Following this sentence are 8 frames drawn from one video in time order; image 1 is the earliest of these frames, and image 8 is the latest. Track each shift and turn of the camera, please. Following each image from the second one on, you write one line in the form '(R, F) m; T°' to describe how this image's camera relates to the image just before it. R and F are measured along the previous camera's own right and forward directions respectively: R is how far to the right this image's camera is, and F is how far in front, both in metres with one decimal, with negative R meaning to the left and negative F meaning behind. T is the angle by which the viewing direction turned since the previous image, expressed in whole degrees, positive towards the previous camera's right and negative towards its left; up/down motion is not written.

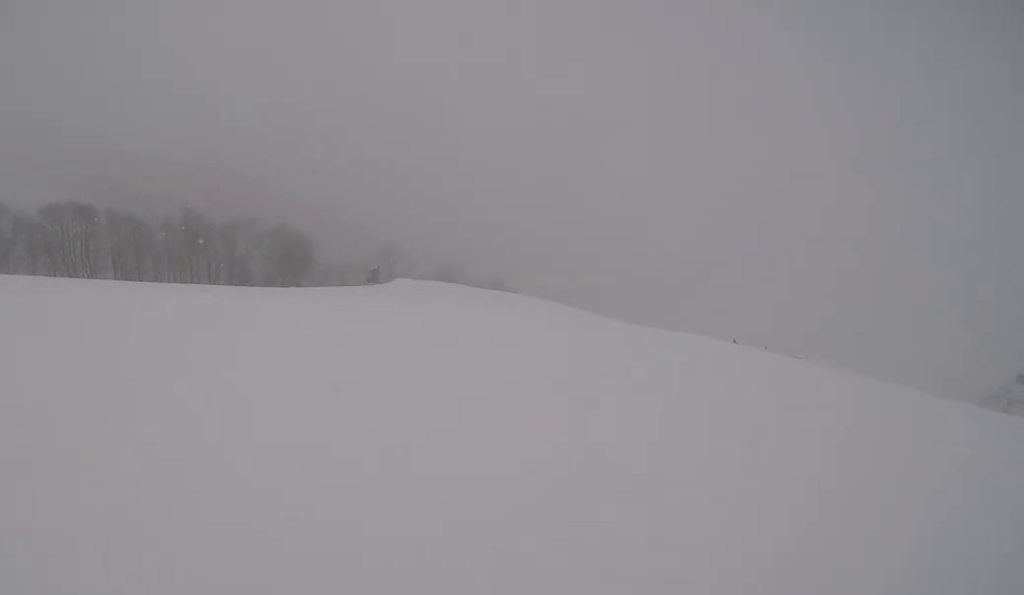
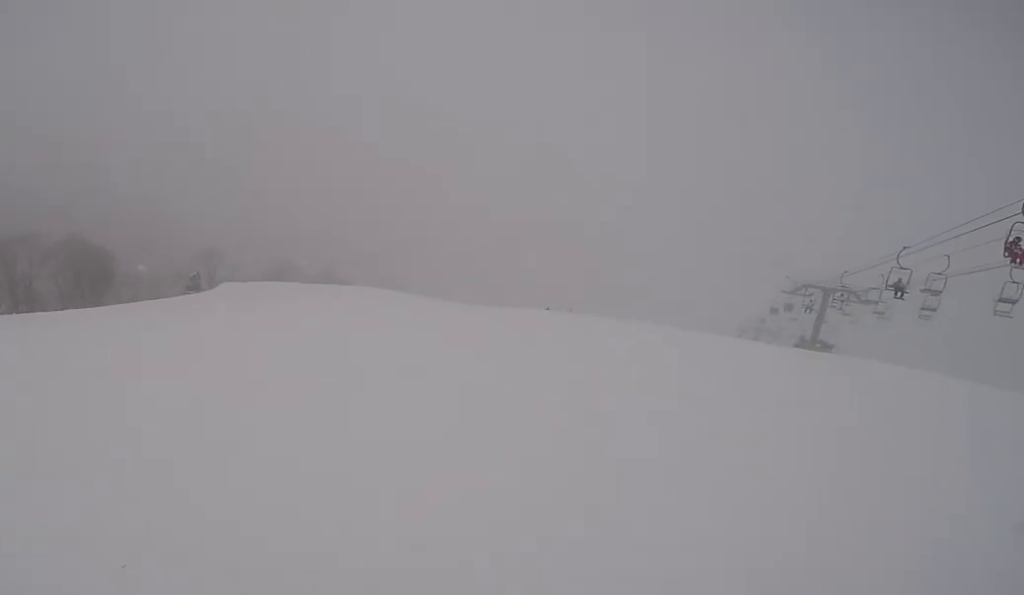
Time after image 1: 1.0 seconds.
(-1.0, +3.2) m; +20°
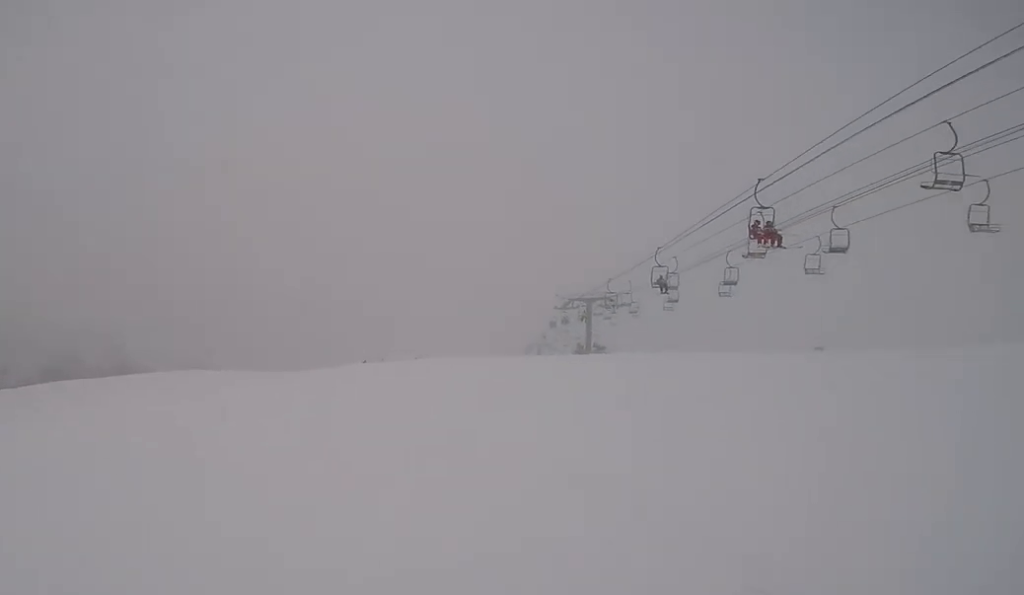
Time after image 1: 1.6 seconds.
(+1.2, +1.7) m; +23°
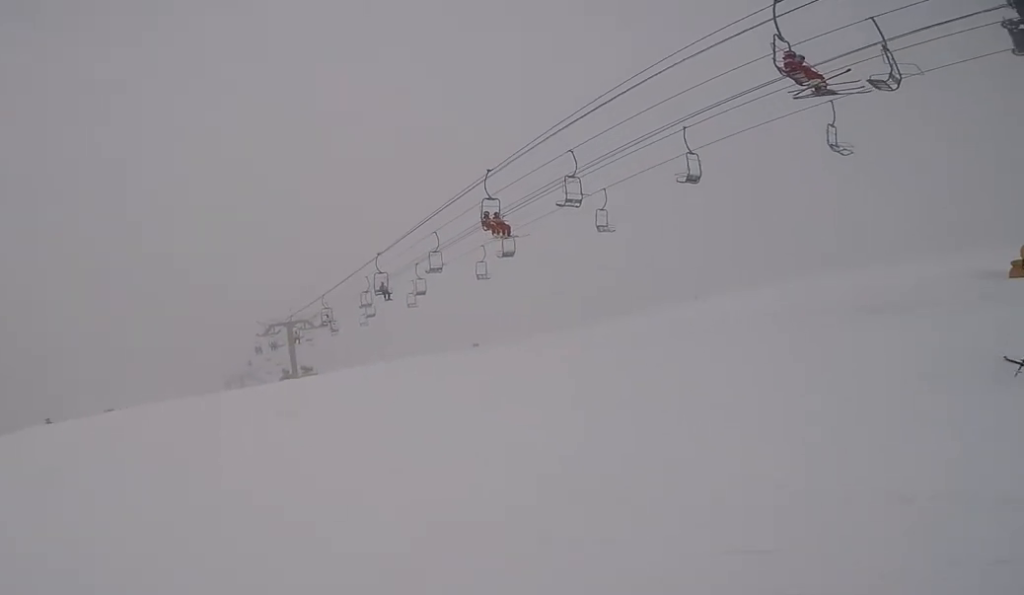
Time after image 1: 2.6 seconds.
(+1.0, +3.5) m; +26°
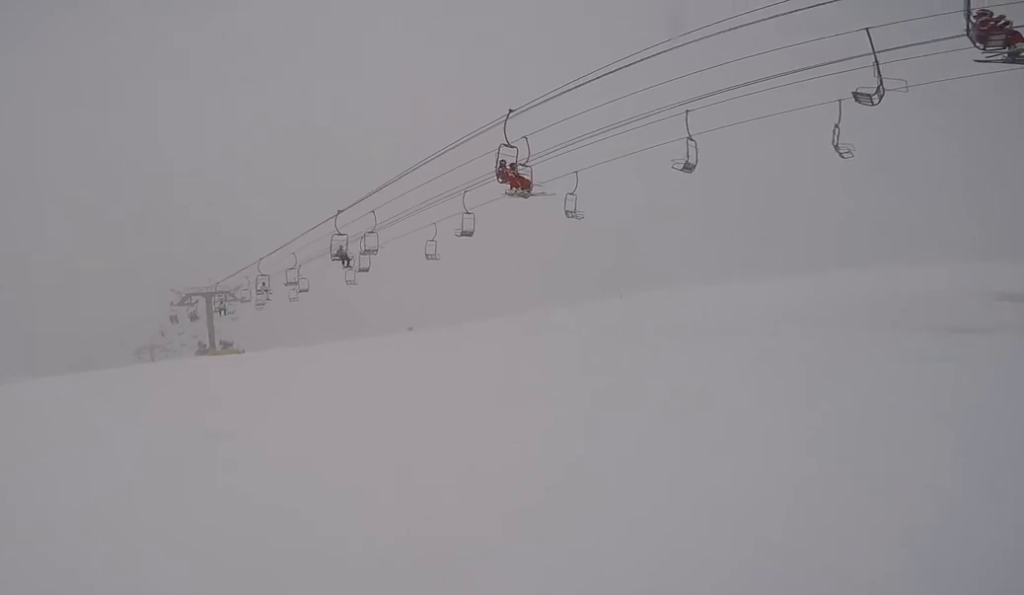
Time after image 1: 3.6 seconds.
(+0.7, +3.4) m; +5°
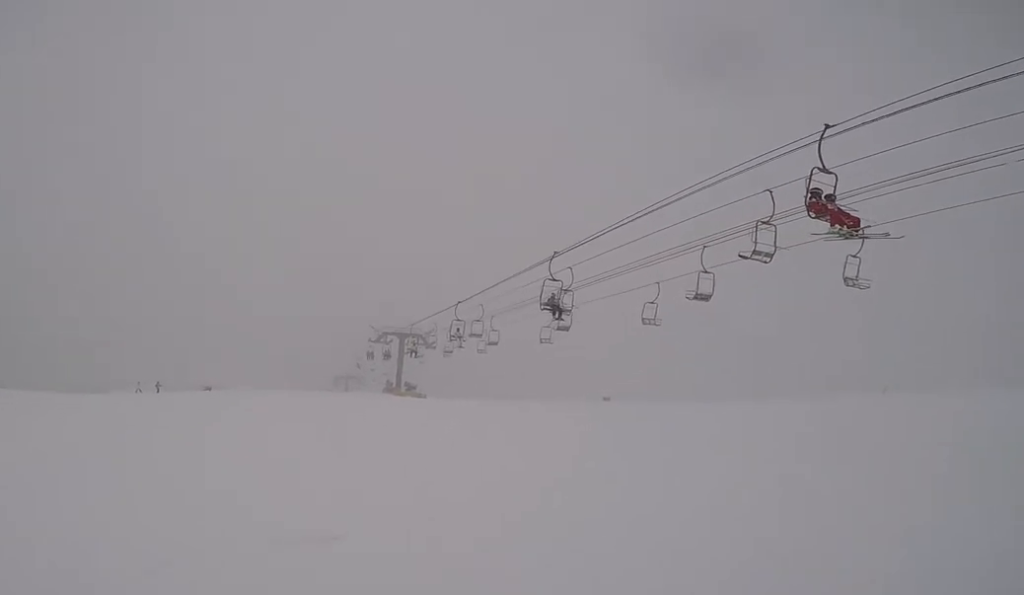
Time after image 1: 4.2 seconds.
(+0.1, +2.1) m; -10°
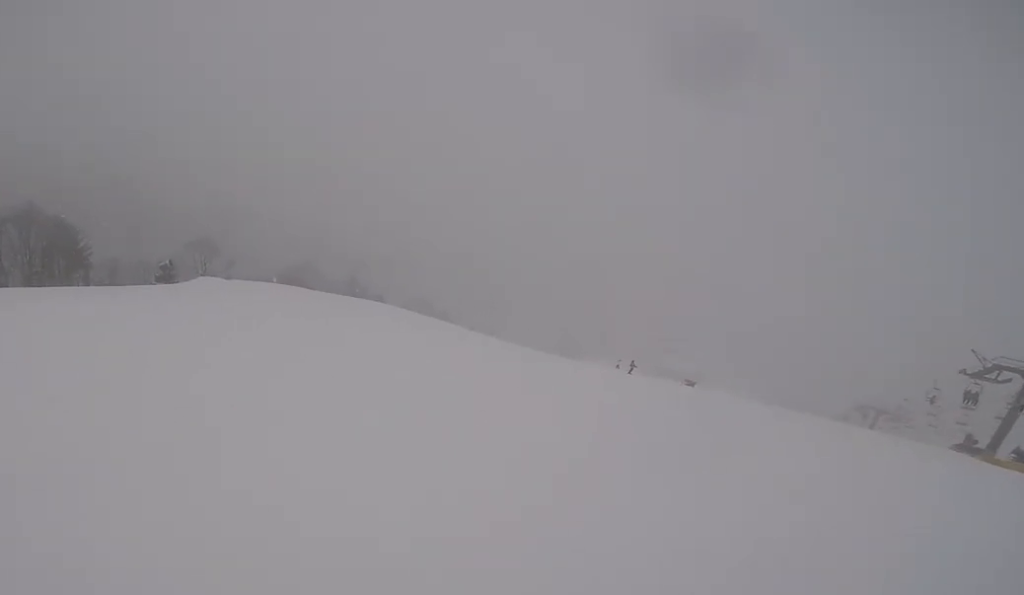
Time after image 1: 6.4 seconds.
(-4.6, +7.5) m; -34°
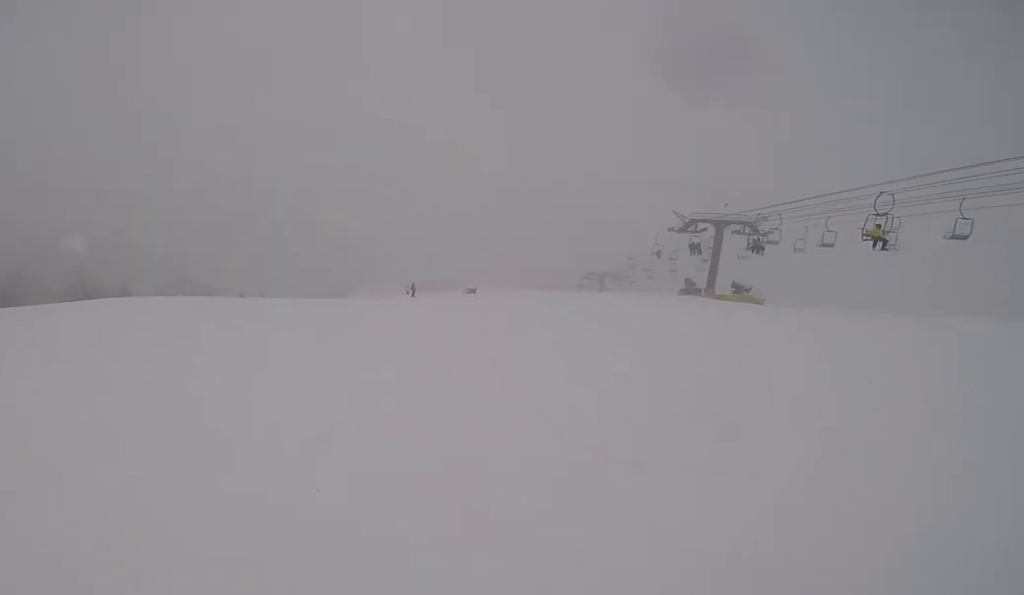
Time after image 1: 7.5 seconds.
(+0.8, +4.4) m; +27°
